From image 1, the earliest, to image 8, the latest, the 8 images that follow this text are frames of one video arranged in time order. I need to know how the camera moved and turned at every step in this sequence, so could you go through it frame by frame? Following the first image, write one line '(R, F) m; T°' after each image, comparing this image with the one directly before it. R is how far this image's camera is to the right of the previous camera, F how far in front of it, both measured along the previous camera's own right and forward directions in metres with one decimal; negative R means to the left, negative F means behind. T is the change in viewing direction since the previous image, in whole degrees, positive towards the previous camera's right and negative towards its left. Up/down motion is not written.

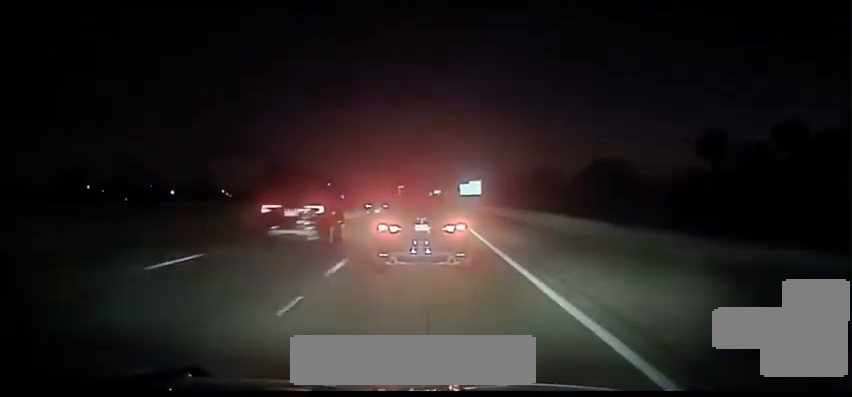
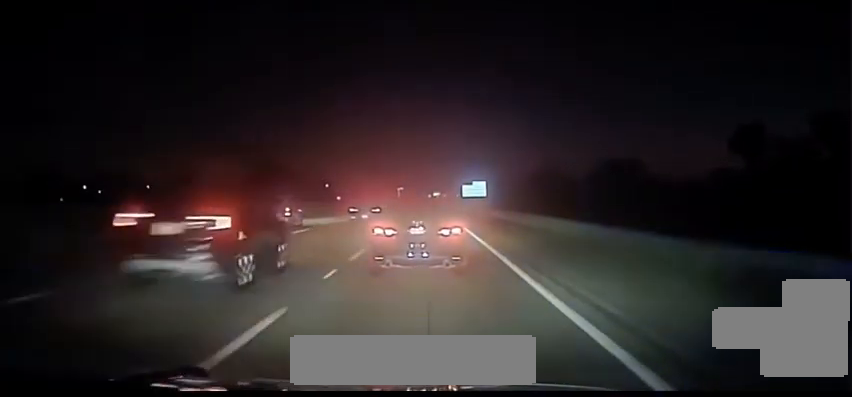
(0.0, +19.6) m; 0°
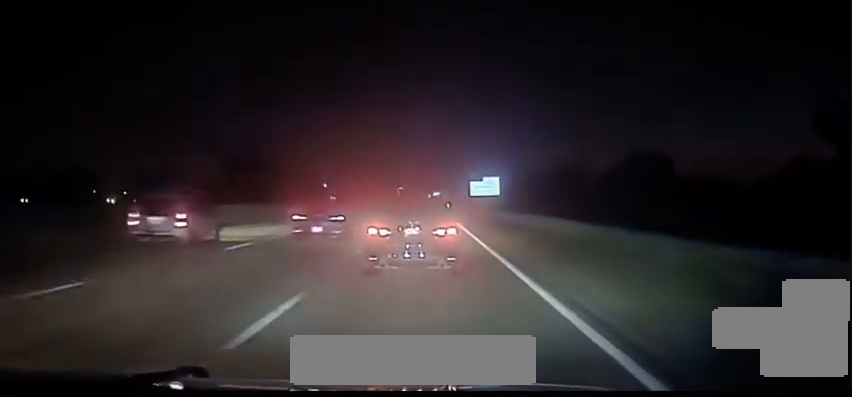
(0.0, +34.4) m; 0°
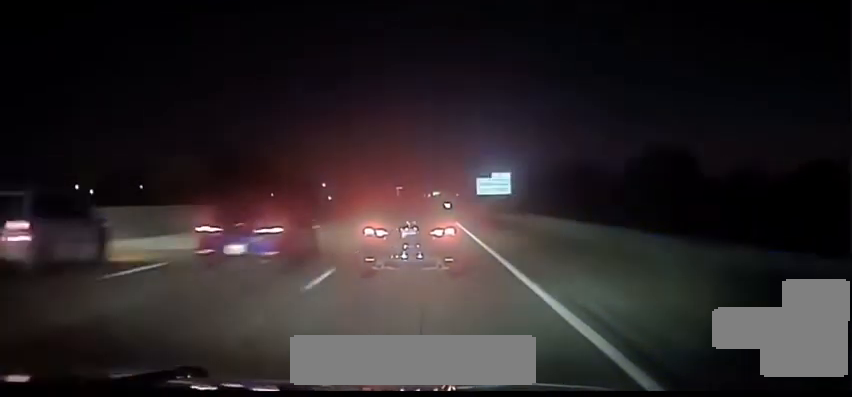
(-0.1, +19.9) m; 0°
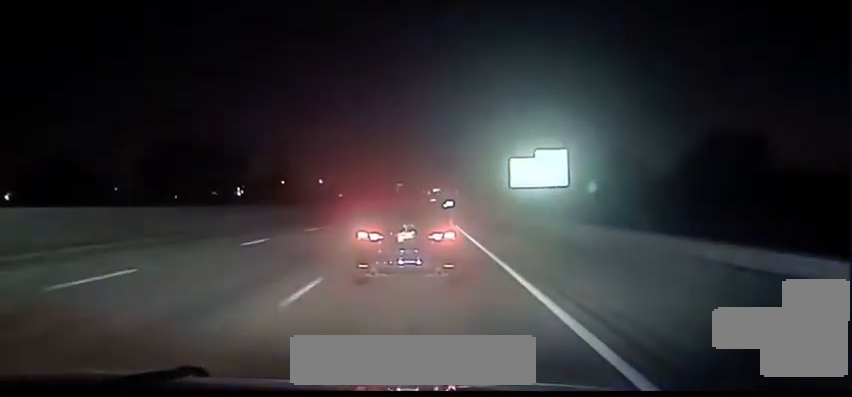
(-0.1, +50.0) m; 0°
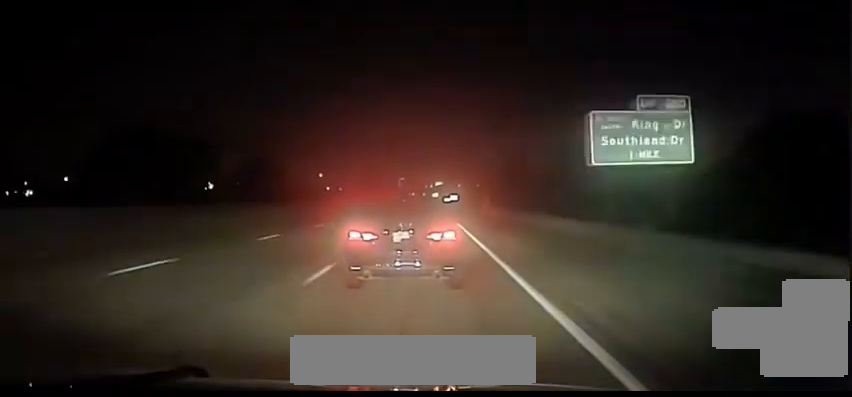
(0.0, +33.5) m; 0°
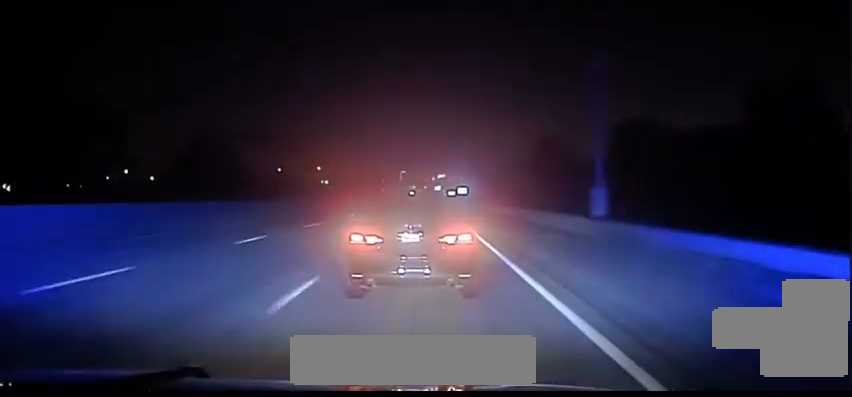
(-0.6, +63.1) m; -1°
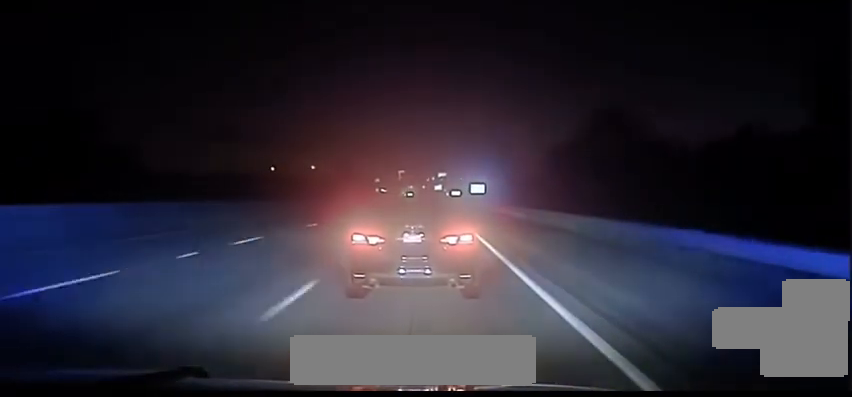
(+0.5, +84.4) m; 0°
